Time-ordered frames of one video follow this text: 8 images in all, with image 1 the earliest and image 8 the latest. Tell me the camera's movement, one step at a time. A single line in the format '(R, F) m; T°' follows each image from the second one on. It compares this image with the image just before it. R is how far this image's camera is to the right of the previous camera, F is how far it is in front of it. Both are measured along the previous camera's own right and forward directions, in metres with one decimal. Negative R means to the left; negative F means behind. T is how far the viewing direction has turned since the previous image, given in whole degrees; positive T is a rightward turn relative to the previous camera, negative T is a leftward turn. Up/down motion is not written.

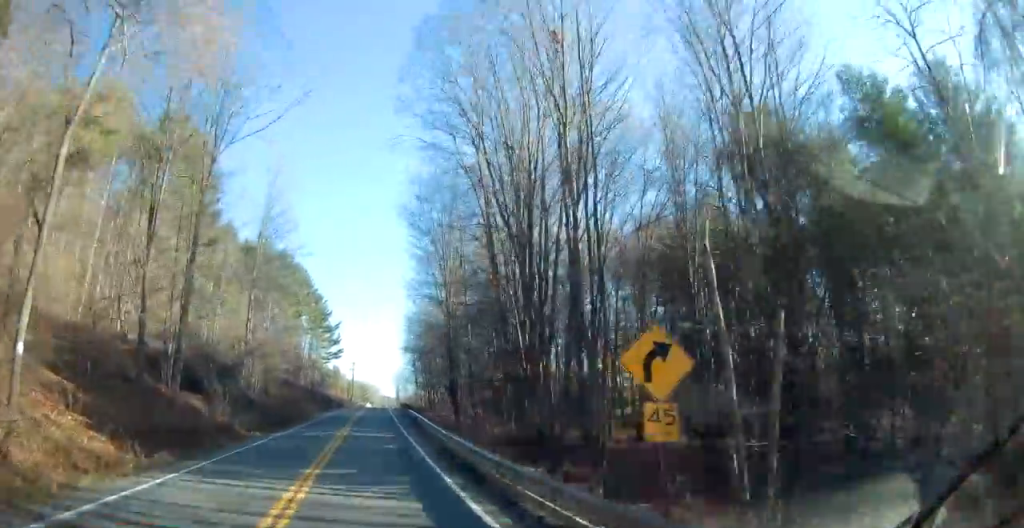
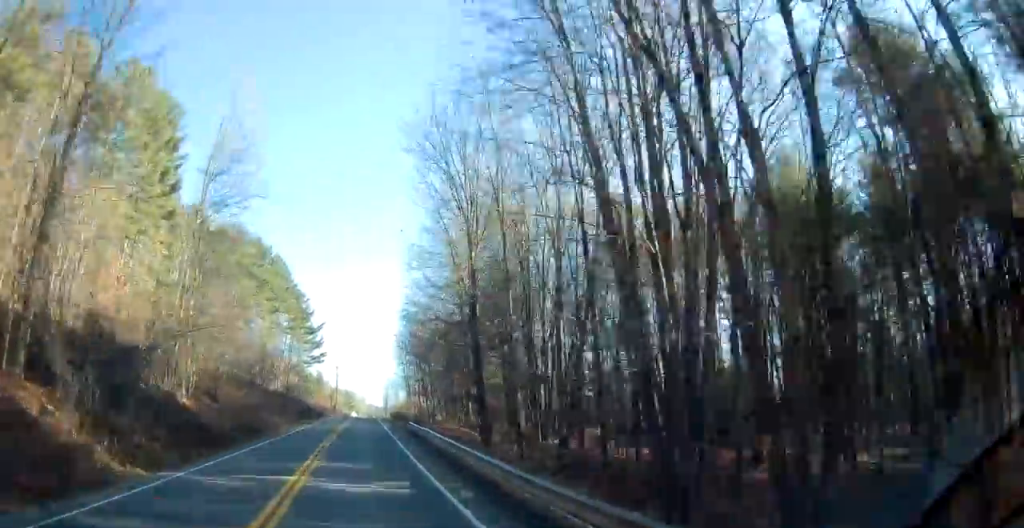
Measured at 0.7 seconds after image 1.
(-0.4, +15.7) m; +5°
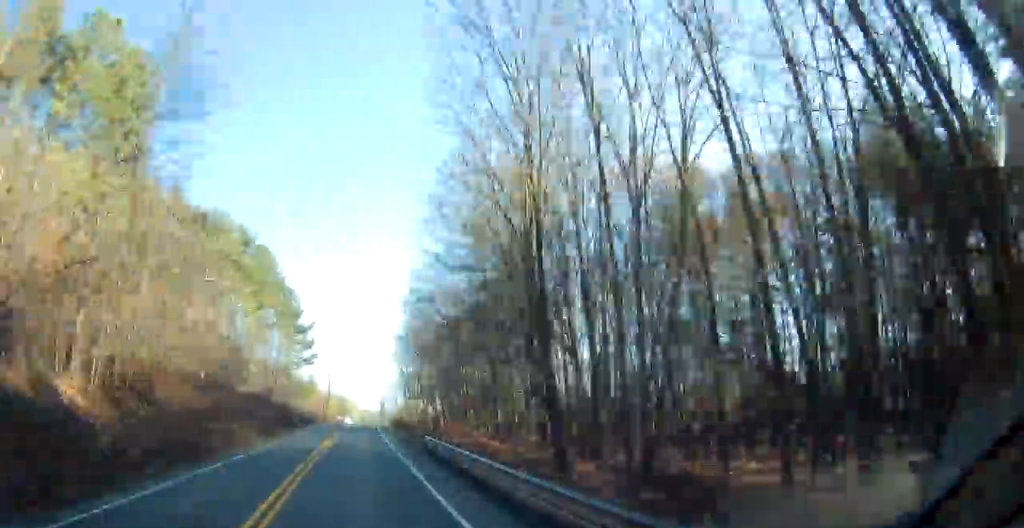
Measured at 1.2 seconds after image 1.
(-1.8, +11.8) m; +6°
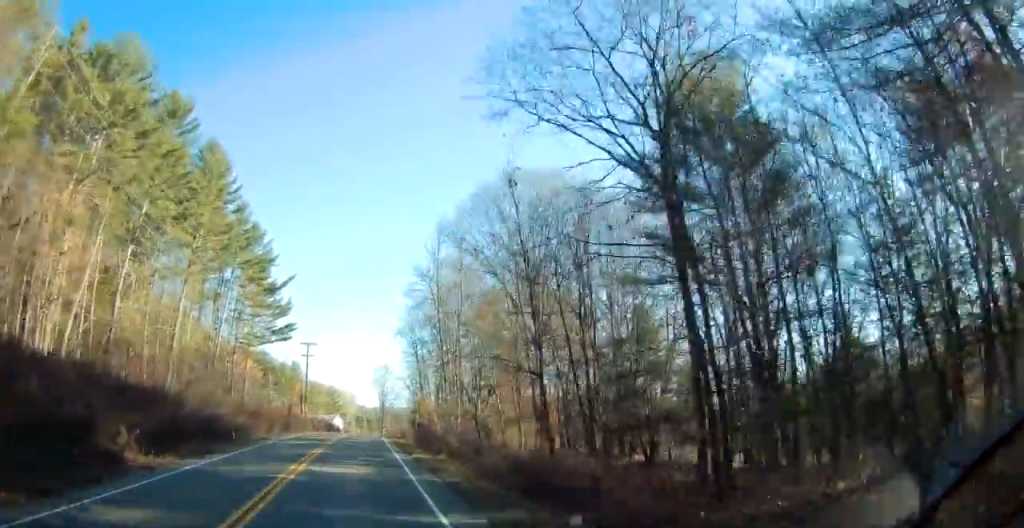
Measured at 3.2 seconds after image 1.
(+7.4, +47.4) m; +4°
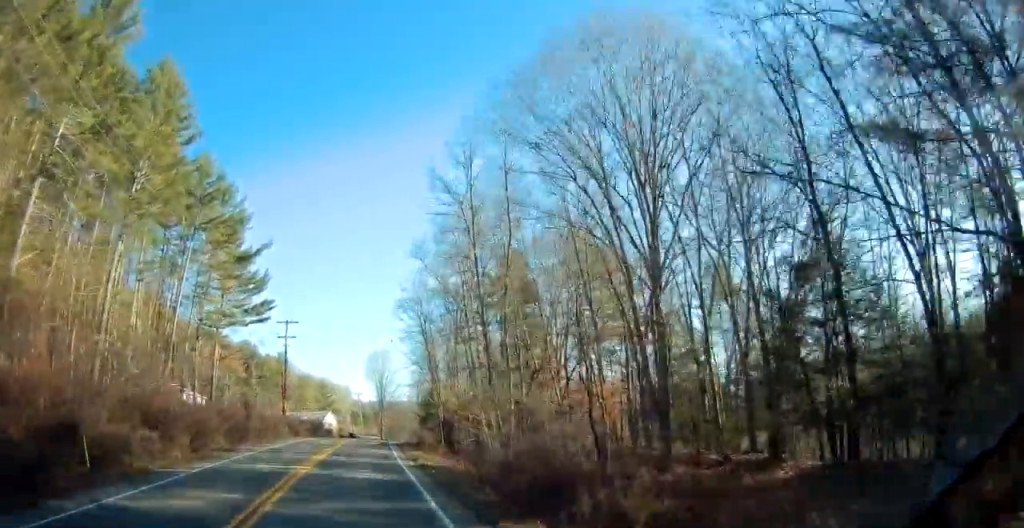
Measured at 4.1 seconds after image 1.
(+0.2, +20.8) m; 0°
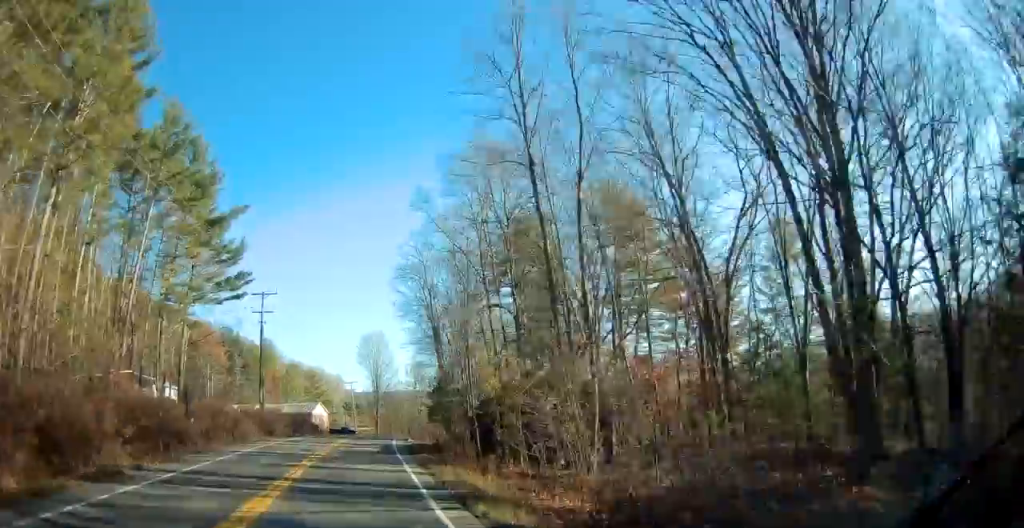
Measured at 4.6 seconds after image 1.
(0.0, +13.3) m; 0°
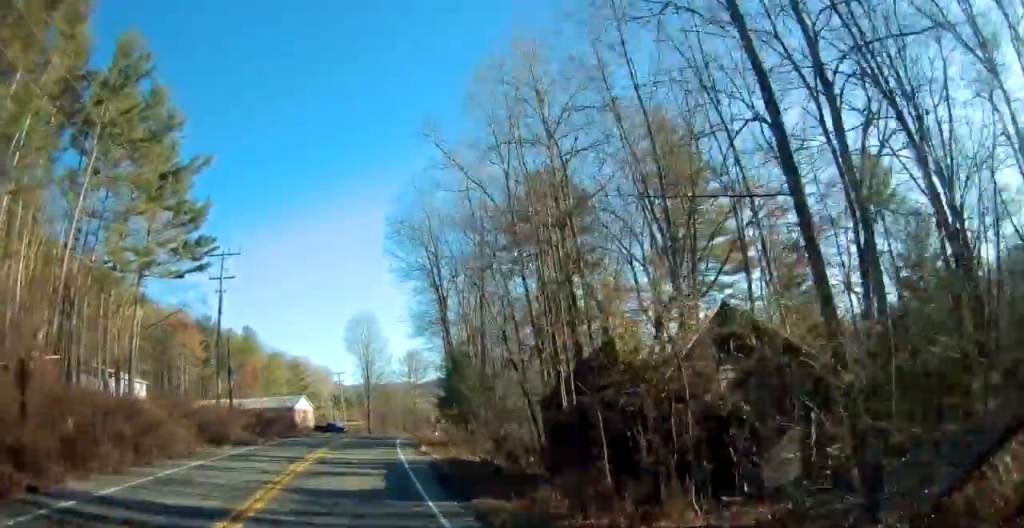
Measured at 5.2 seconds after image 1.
(-0.1, +14.2) m; 0°
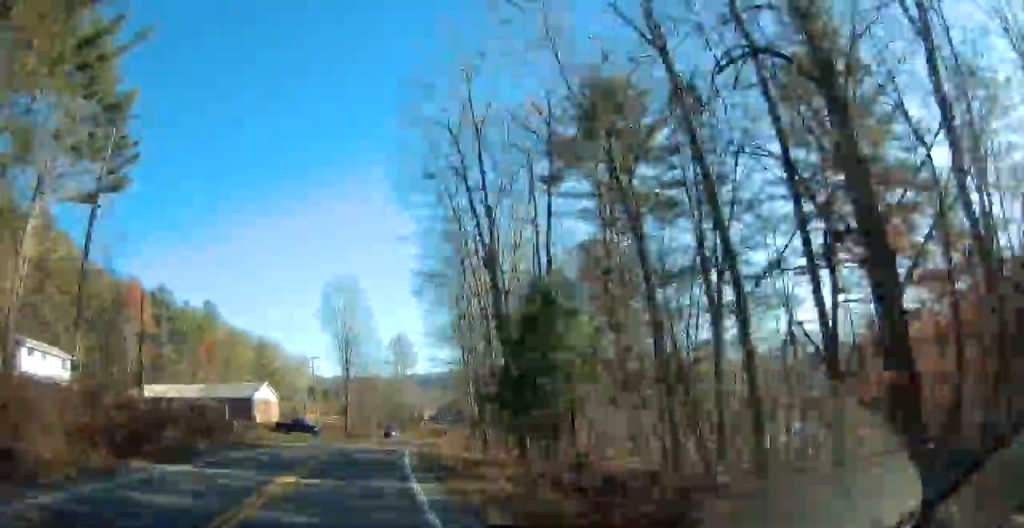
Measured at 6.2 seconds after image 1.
(+0.3, +22.1) m; +1°
